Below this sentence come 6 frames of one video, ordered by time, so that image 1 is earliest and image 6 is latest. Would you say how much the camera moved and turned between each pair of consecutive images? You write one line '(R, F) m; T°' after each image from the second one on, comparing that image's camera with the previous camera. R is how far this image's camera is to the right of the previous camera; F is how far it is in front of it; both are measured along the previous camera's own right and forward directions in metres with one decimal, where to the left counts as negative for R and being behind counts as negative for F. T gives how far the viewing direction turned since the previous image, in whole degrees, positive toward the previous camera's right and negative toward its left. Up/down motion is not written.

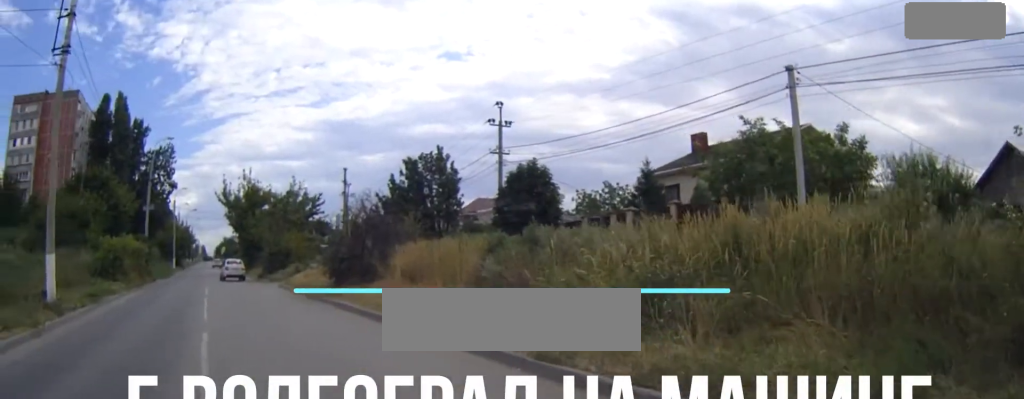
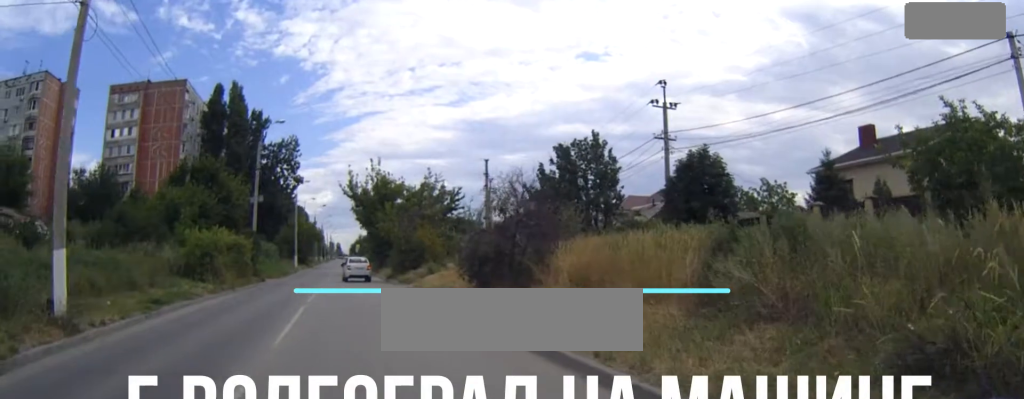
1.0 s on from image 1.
(-0.7, +5.6) m; -12°
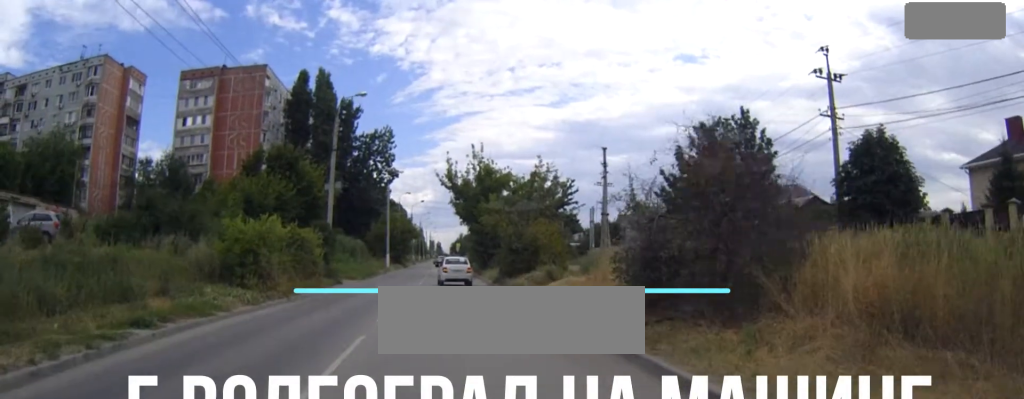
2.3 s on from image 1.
(-0.8, +8.0) m; -8°
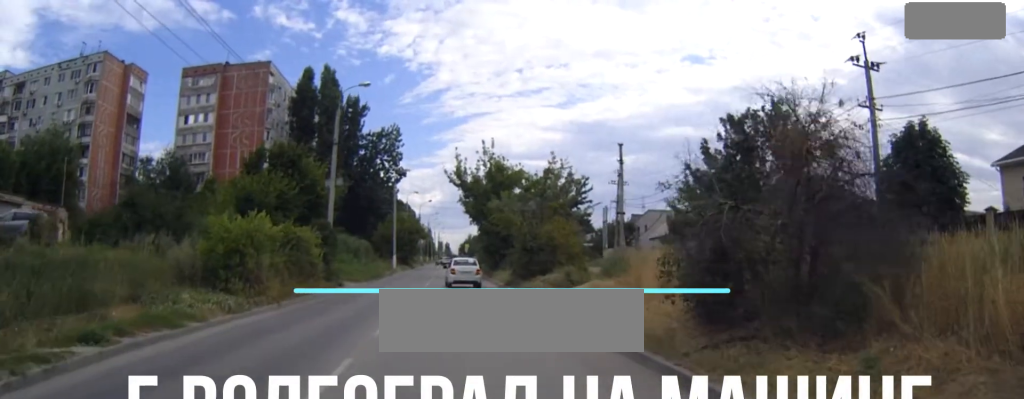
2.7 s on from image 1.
(-0.1, +2.8) m; -1°
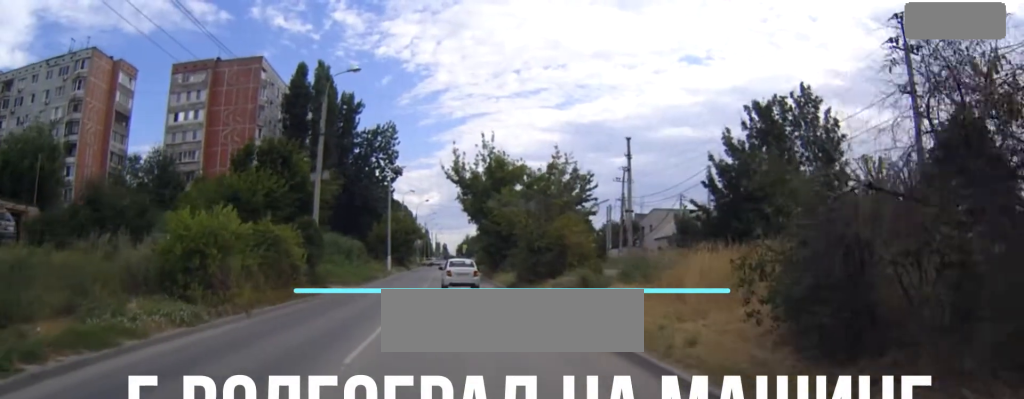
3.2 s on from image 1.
(0.0, +3.4) m; -1°
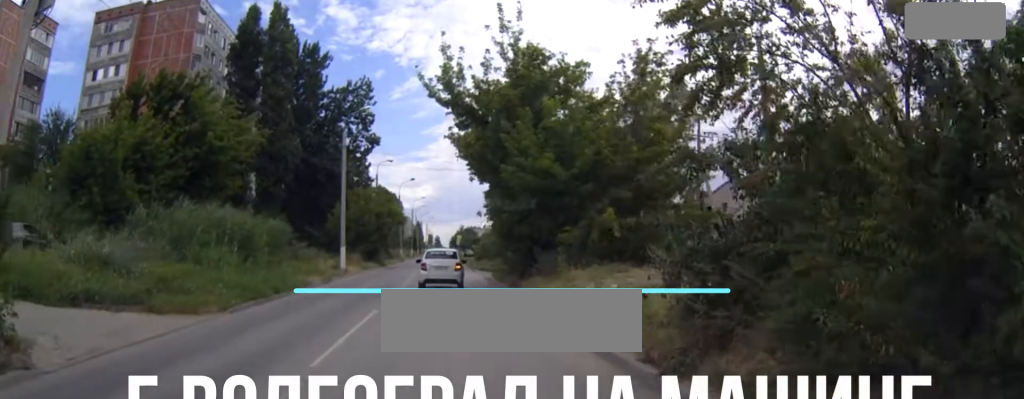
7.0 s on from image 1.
(-0.2, +25.7) m; -1°
